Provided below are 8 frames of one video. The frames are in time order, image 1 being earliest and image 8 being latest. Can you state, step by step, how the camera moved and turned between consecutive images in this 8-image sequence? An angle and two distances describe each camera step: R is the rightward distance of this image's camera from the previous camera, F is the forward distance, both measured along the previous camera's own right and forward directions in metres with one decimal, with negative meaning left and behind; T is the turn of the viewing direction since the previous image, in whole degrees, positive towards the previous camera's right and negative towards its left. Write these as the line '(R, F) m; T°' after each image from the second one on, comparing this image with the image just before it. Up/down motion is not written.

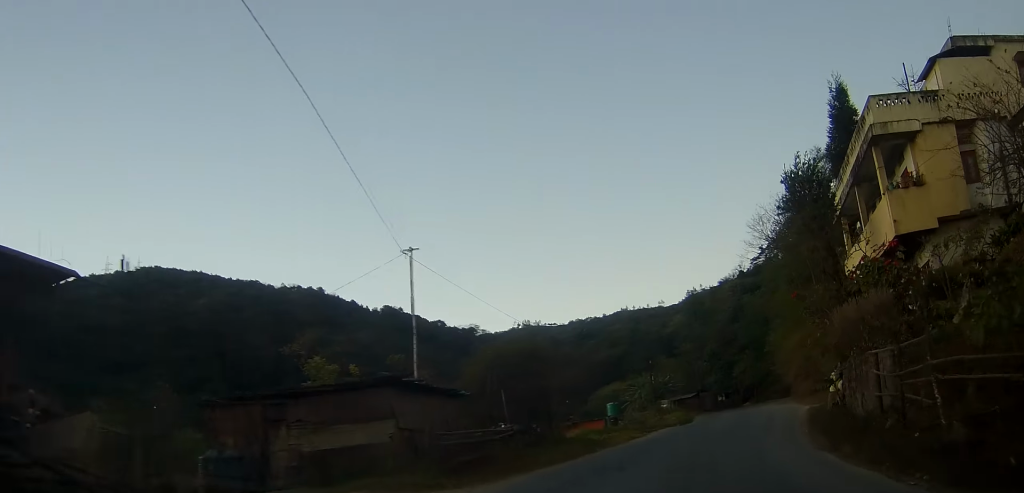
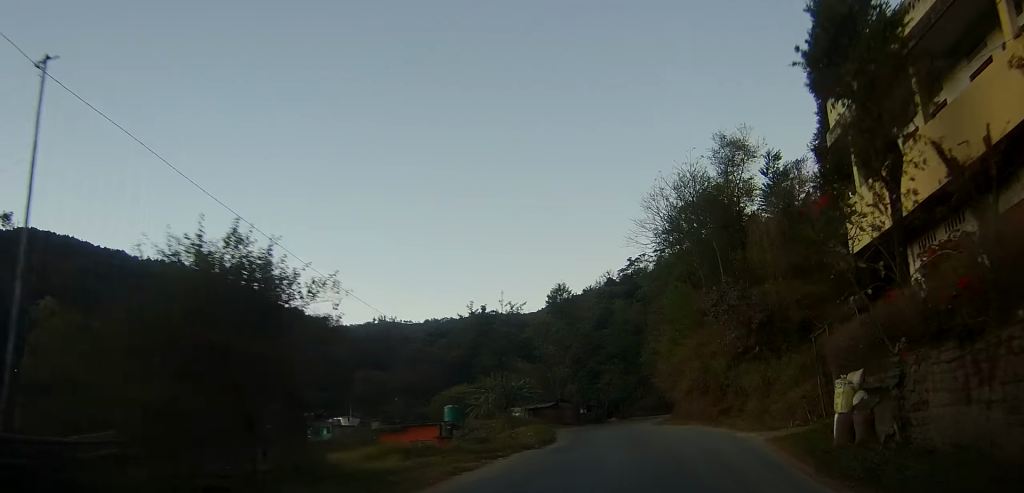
(+1.0, +11.2) m; +9°
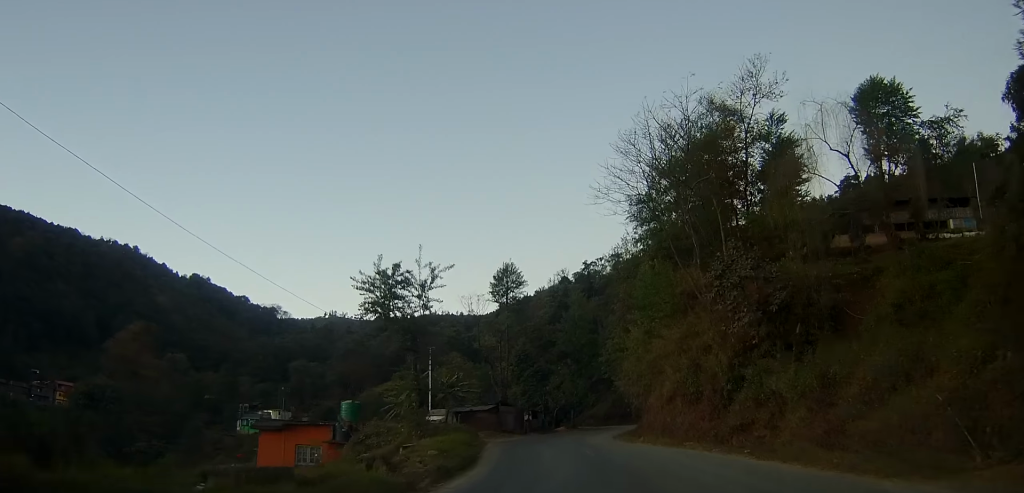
(+0.7, +12.6) m; +4°
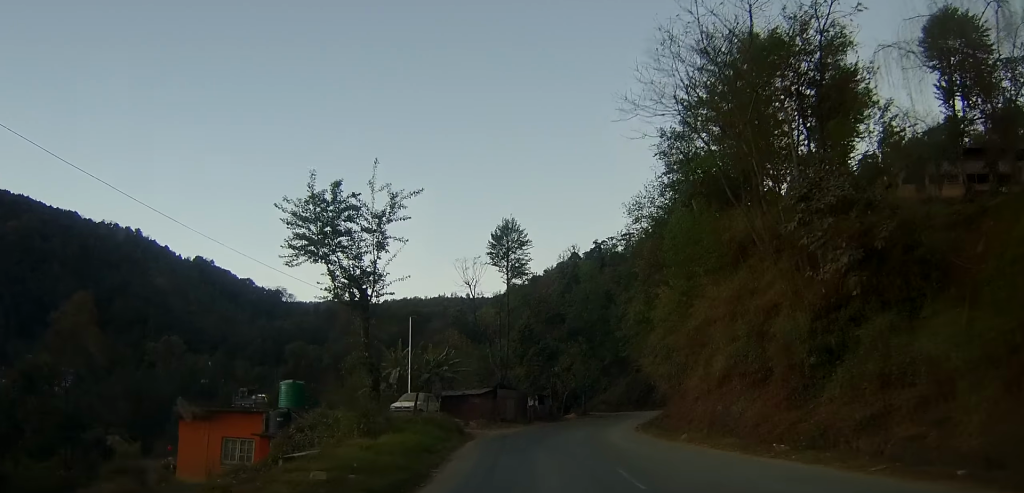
(0.0, +10.3) m; -1°
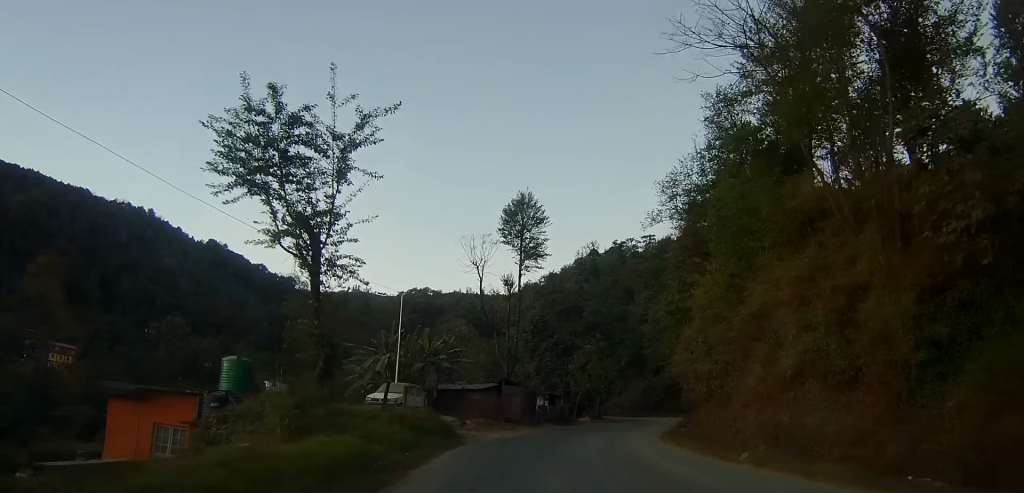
(-0.1, +6.5) m; 0°
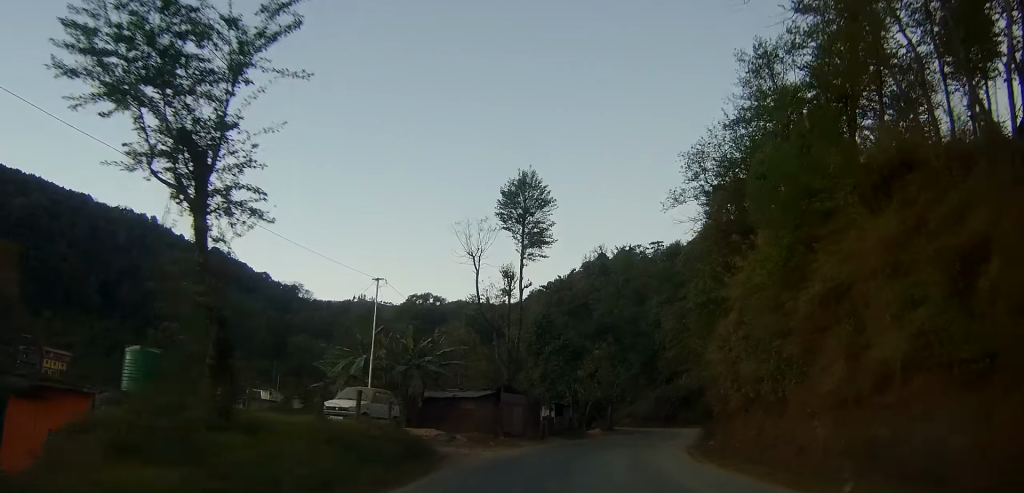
(0.0, +6.1) m; 0°
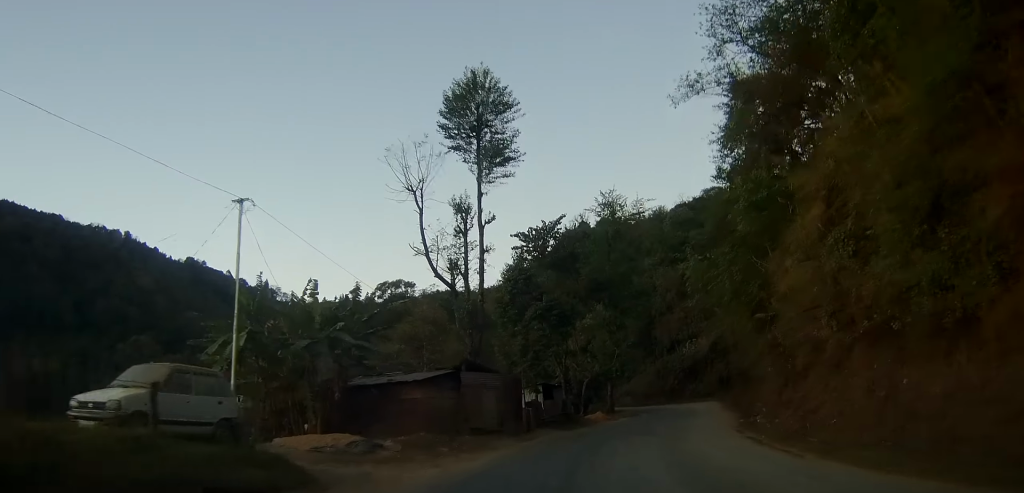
(+0.1, +11.2) m; +1°
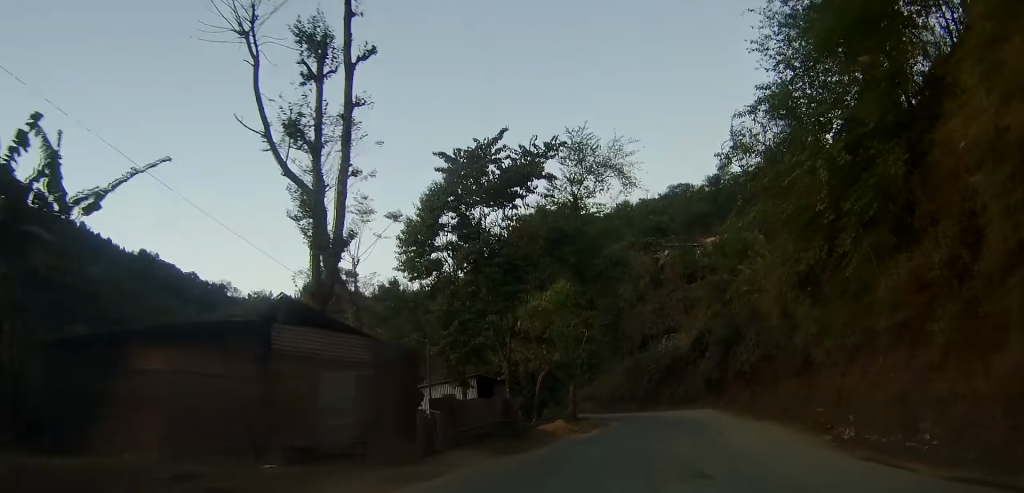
(+0.3, +14.1) m; +5°
